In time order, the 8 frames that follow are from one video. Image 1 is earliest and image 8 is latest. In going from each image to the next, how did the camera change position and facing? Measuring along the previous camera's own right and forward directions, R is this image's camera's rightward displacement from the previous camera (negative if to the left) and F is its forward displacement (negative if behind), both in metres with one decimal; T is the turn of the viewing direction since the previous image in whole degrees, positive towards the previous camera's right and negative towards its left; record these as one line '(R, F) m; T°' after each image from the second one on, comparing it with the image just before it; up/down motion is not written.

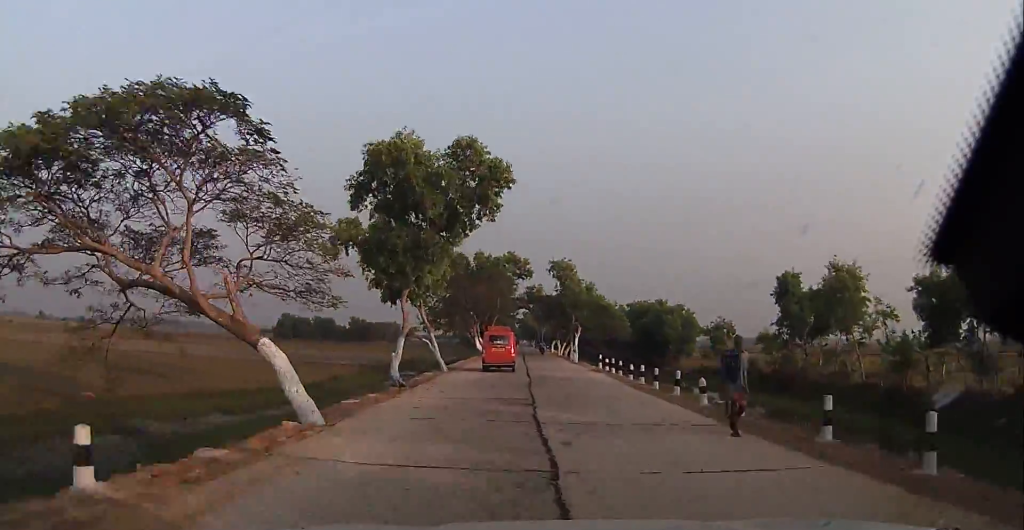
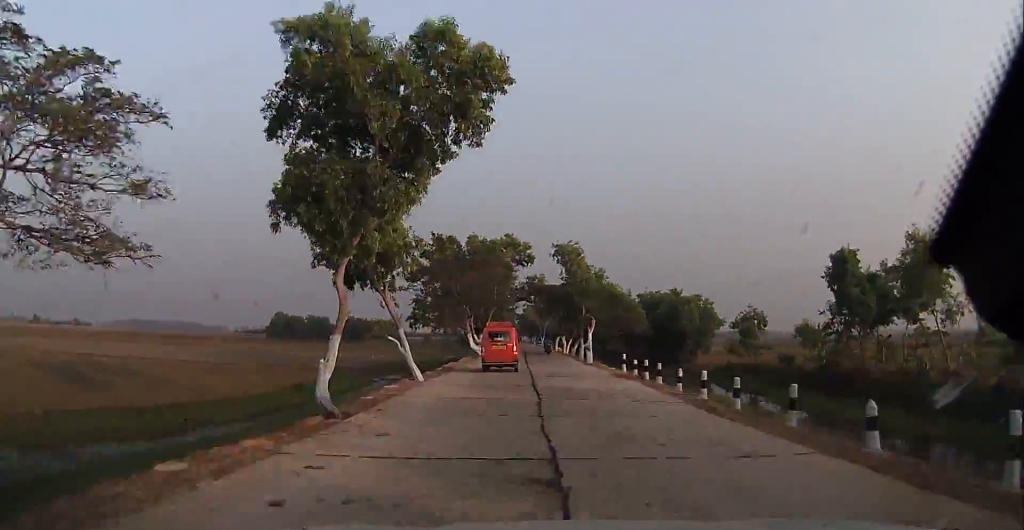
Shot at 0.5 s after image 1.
(+0.2, +8.5) m; 0°
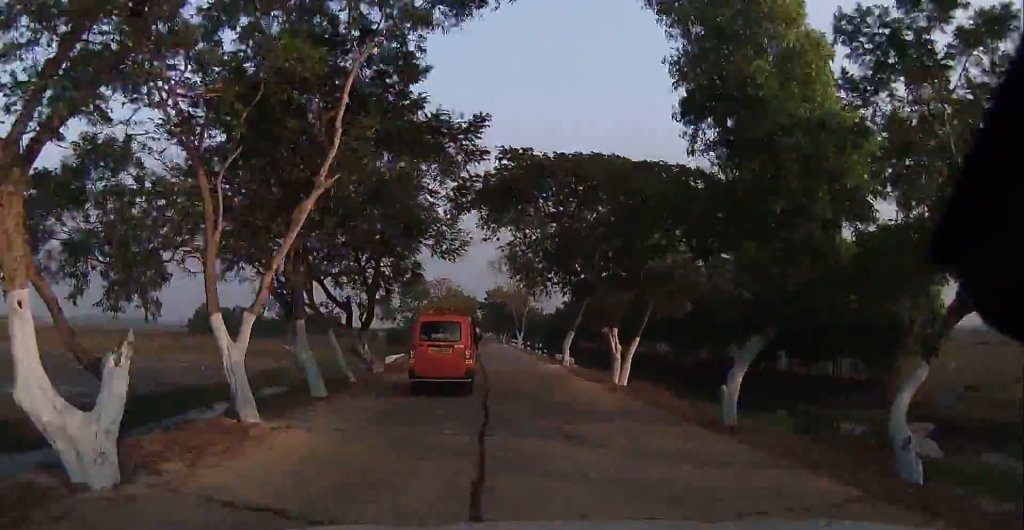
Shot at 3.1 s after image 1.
(+1.2, +47.1) m; +2°
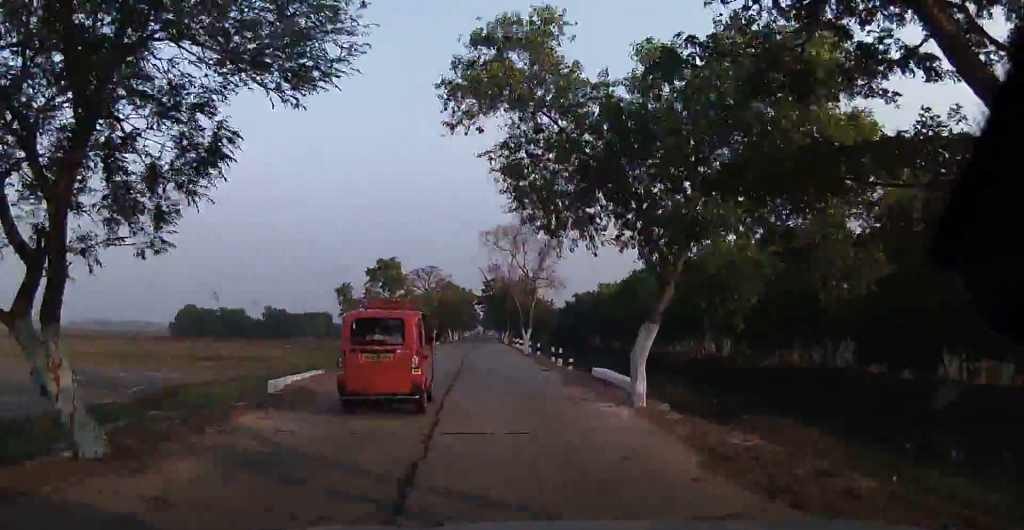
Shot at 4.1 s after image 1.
(-0.4, +18.0) m; -2°
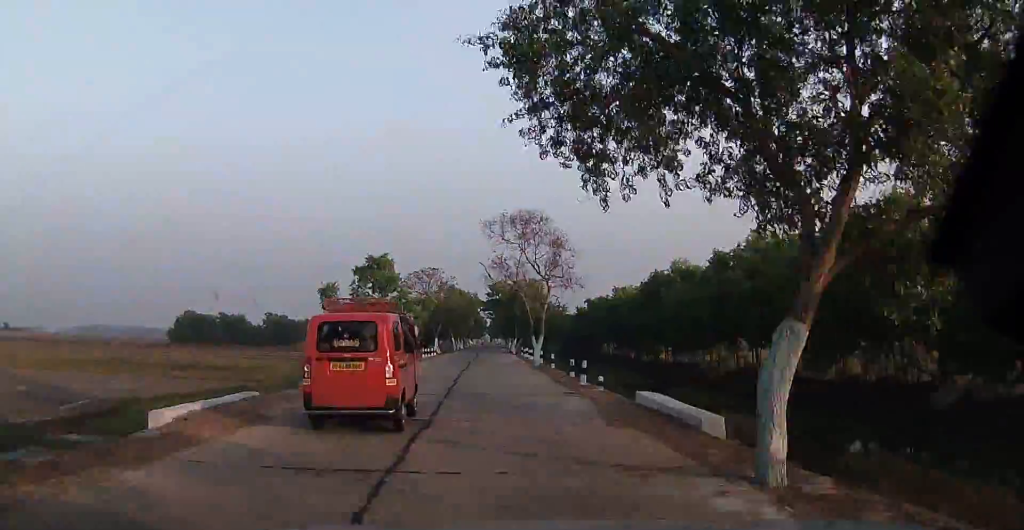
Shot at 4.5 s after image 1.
(0.0, +6.9) m; -1°
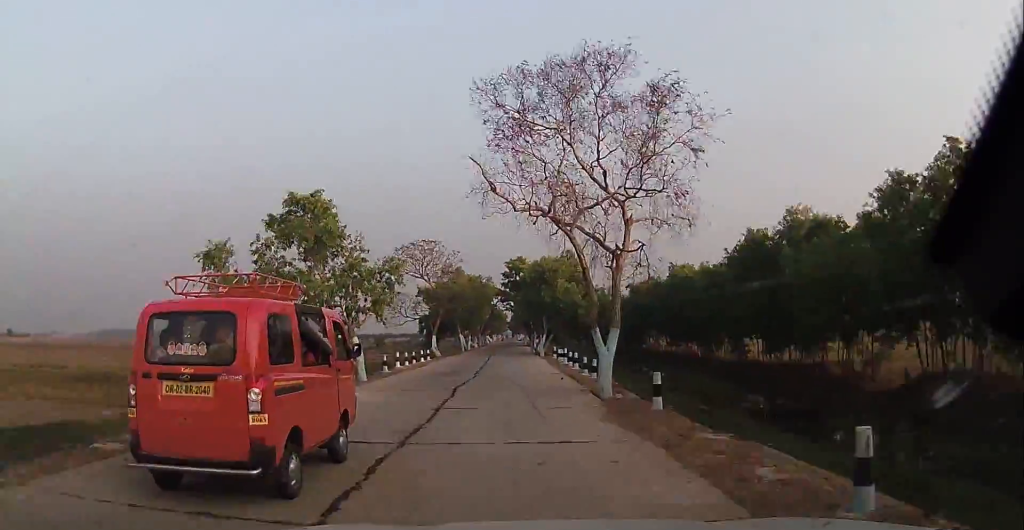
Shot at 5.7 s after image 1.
(-0.1, +21.6) m; 0°
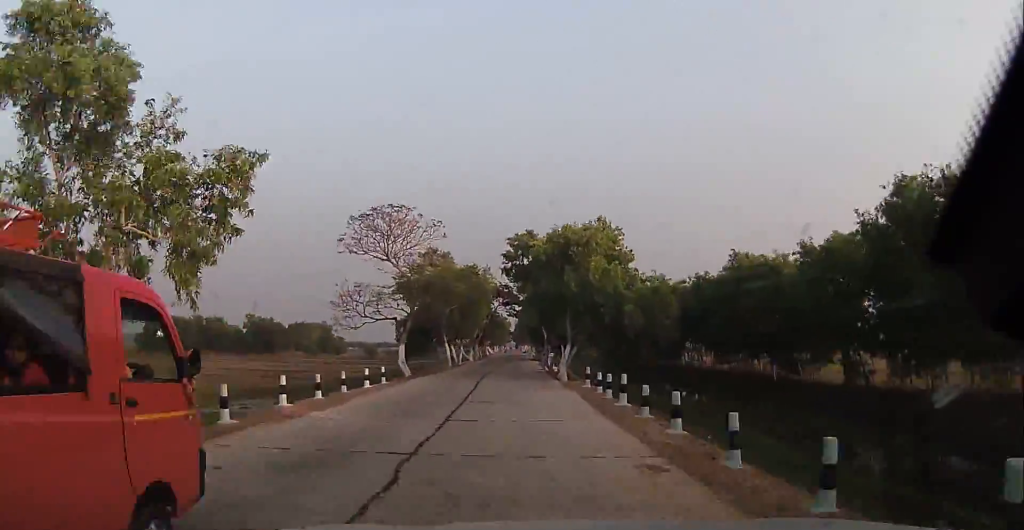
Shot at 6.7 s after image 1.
(+0.1, +18.6) m; -1°
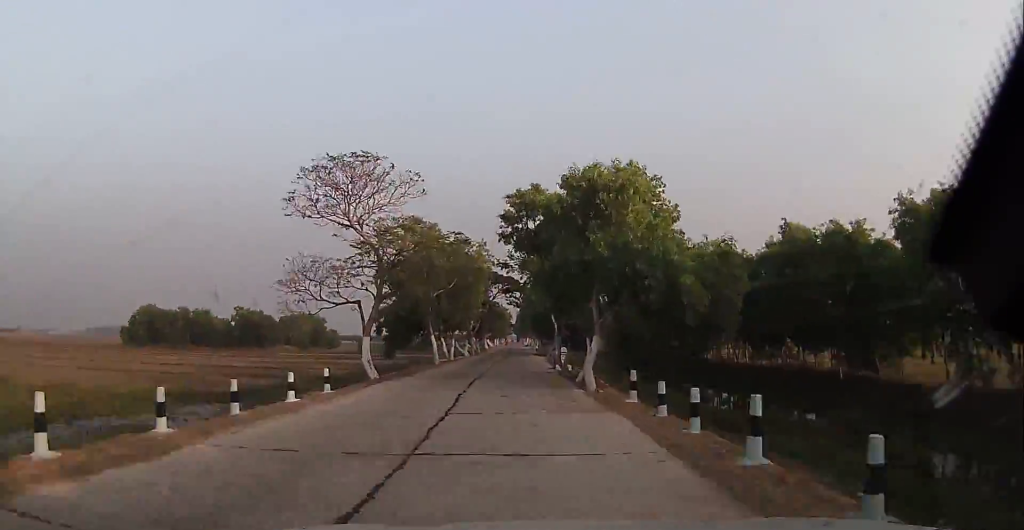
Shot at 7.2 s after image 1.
(-0.4, +10.1) m; -1°
